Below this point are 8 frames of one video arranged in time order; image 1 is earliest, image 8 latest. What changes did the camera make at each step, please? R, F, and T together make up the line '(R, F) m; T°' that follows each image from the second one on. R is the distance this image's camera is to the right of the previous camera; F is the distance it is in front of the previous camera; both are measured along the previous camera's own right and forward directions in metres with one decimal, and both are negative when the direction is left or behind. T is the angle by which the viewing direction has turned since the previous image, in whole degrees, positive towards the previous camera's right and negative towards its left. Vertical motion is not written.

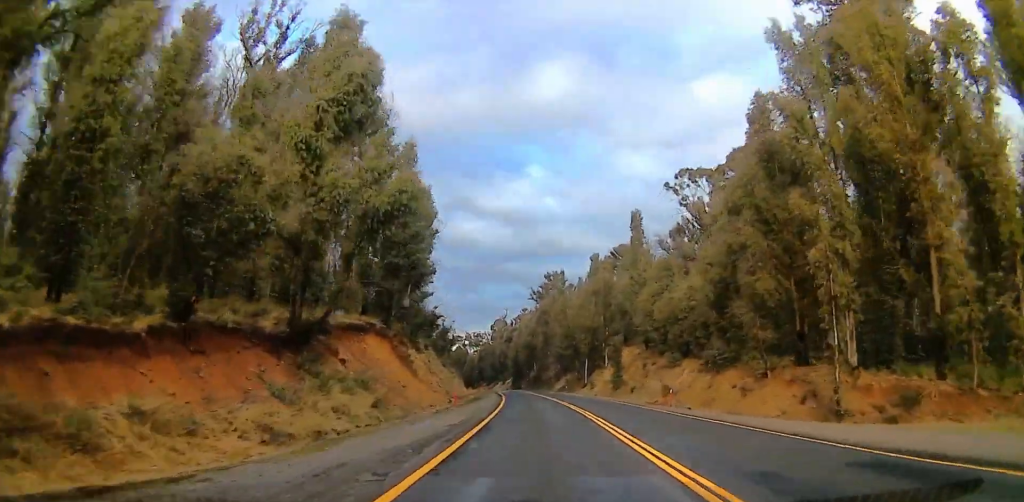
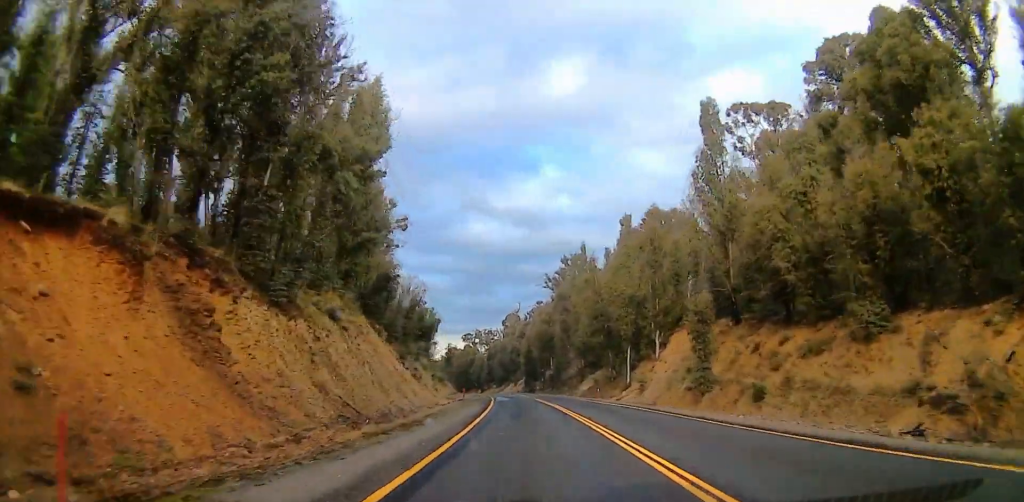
(+0.3, +30.8) m; +1°
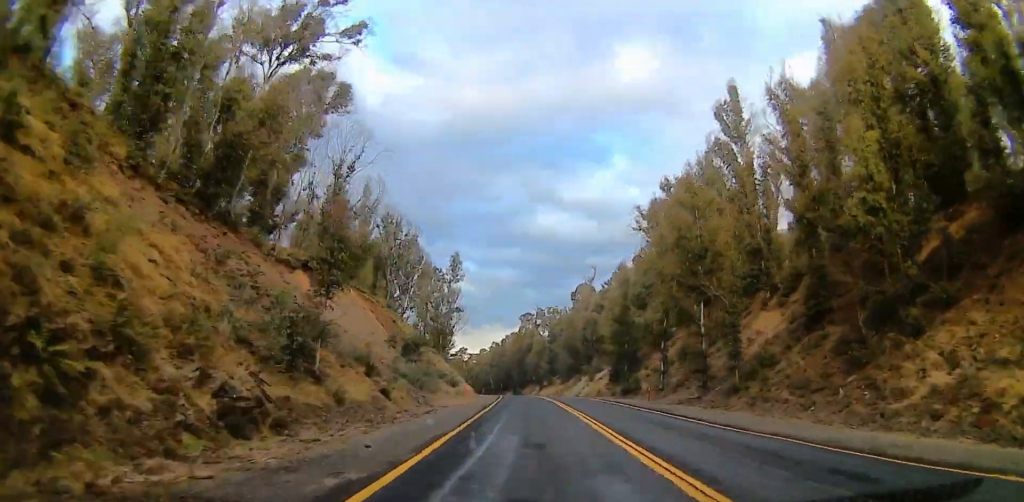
(-6.0, +73.0) m; -8°
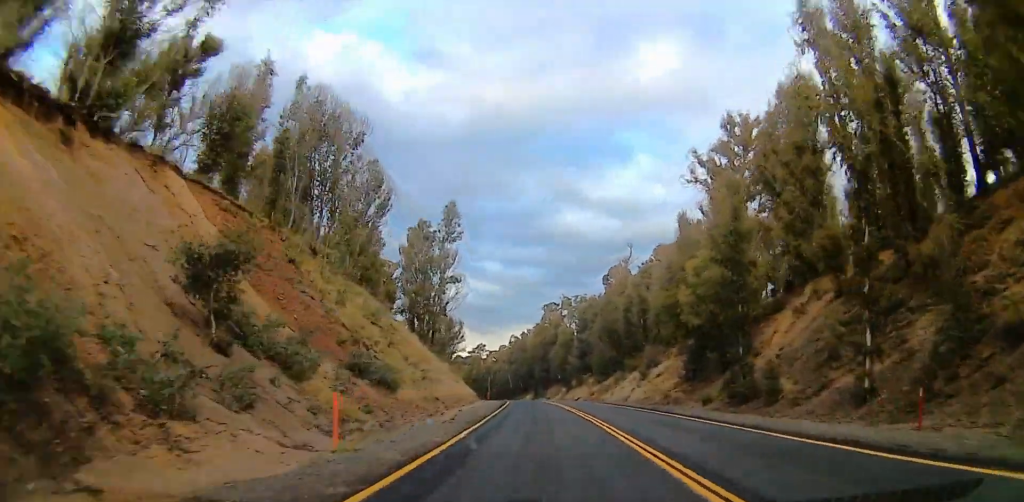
(0.0, +31.9) m; -2°
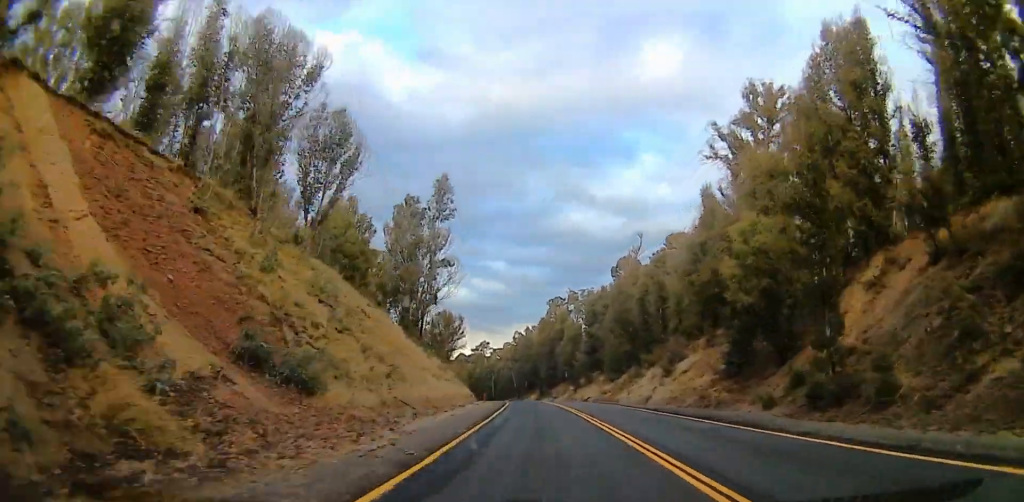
(-0.2, +9.7) m; 0°
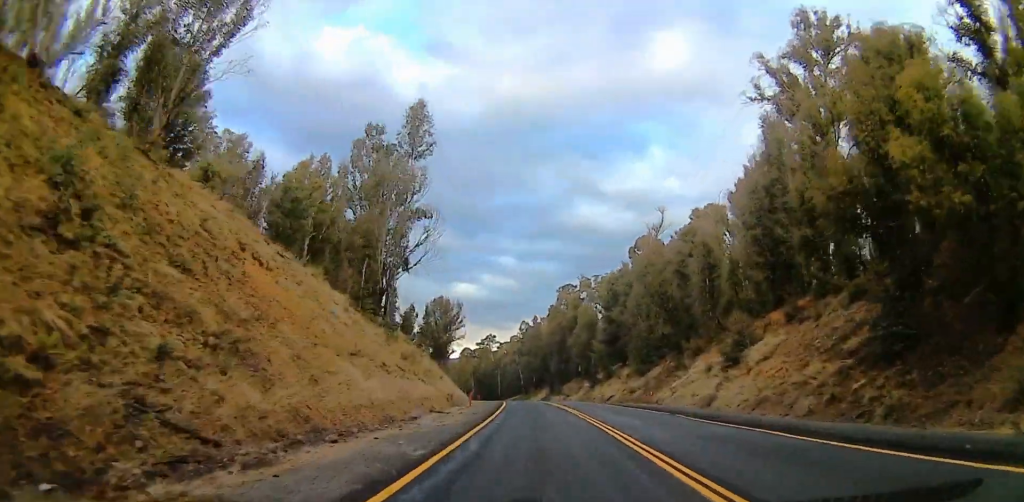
(-0.7, +17.9) m; 0°
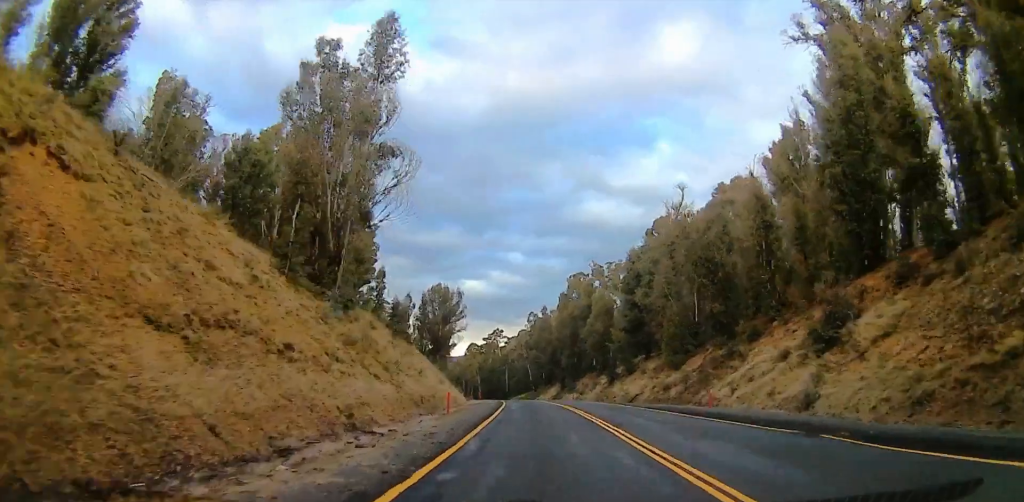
(+0.4, +11.3) m; +4°
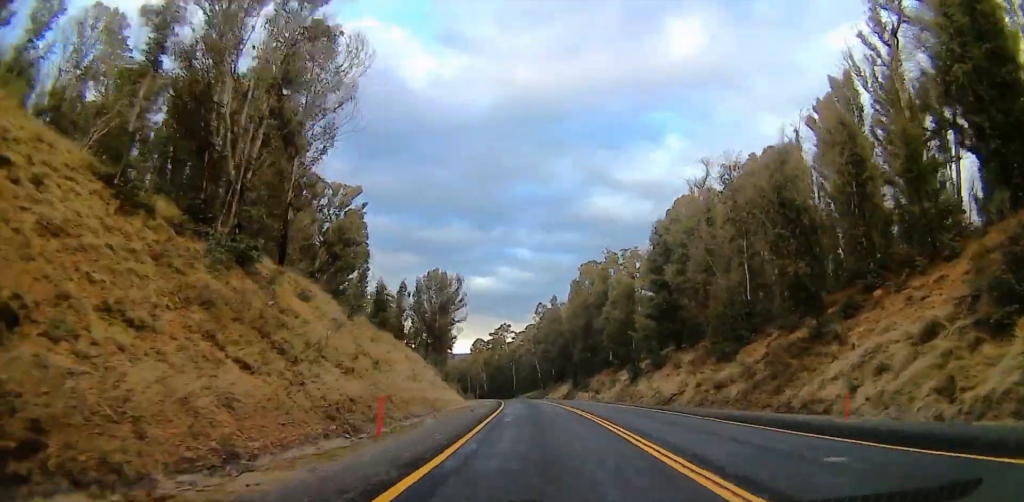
(-0.1, +10.9) m; +3°
